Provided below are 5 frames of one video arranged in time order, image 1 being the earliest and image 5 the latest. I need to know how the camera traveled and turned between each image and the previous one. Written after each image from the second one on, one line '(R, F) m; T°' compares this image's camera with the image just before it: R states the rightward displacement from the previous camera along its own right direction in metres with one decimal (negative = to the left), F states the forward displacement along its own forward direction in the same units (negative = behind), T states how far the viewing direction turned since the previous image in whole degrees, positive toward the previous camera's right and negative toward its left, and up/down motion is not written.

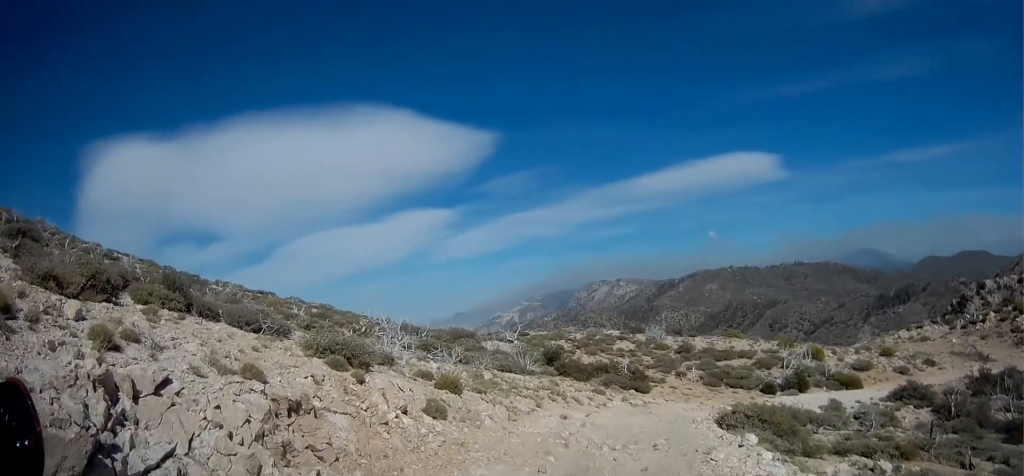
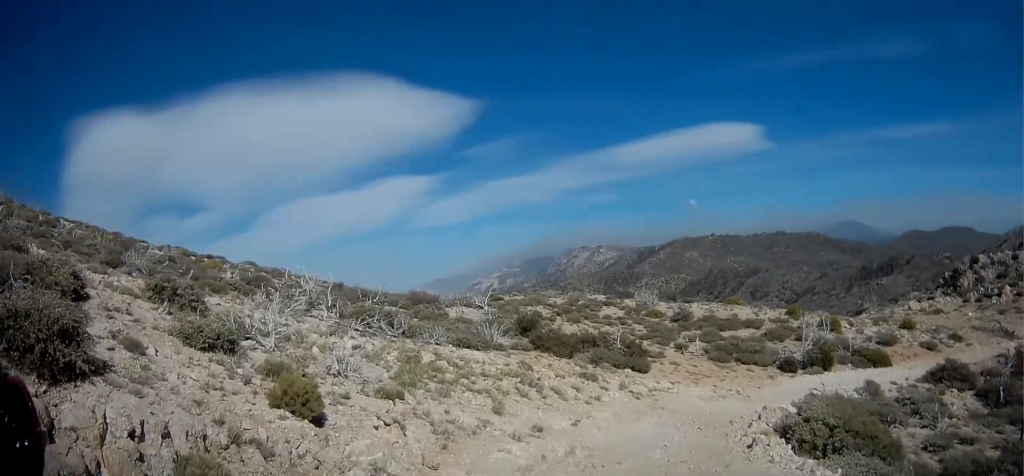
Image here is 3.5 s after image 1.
(-0.2, +7.0) m; +1°
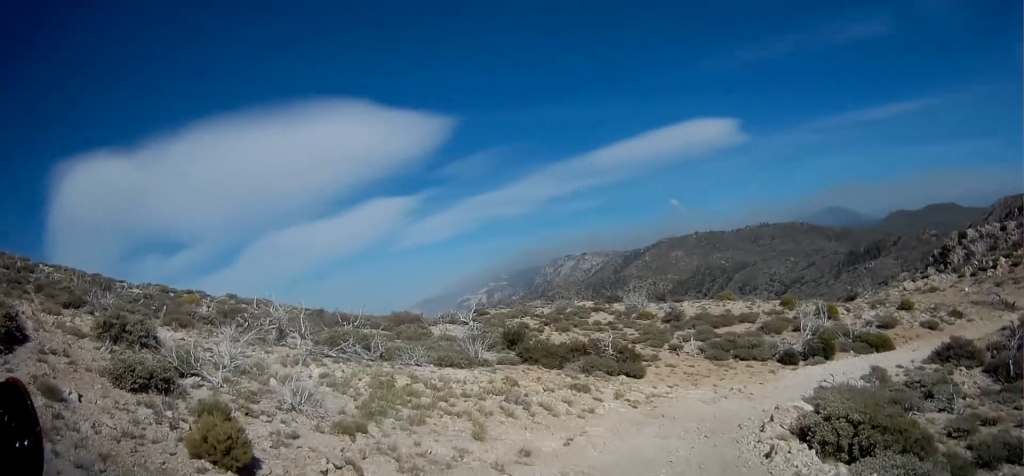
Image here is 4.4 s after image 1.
(0.0, +1.4) m; 0°
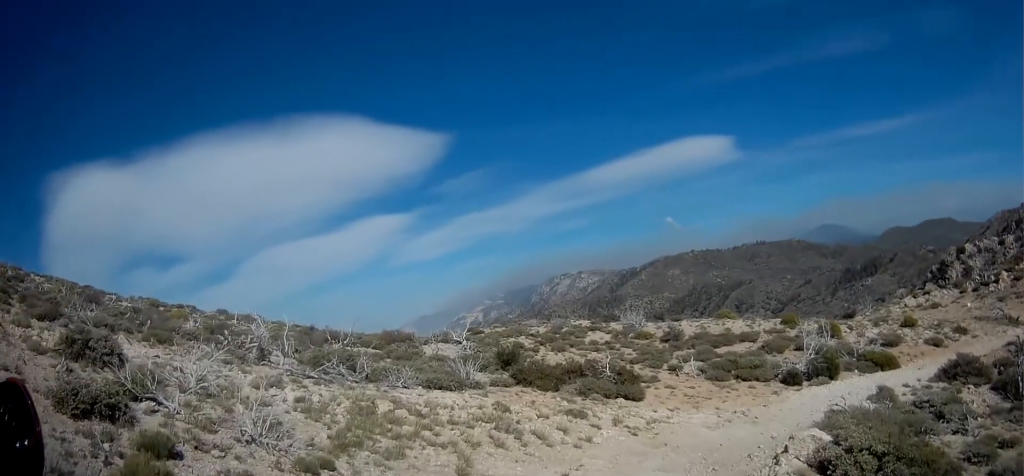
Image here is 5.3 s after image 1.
(0.0, +1.1) m; 0°
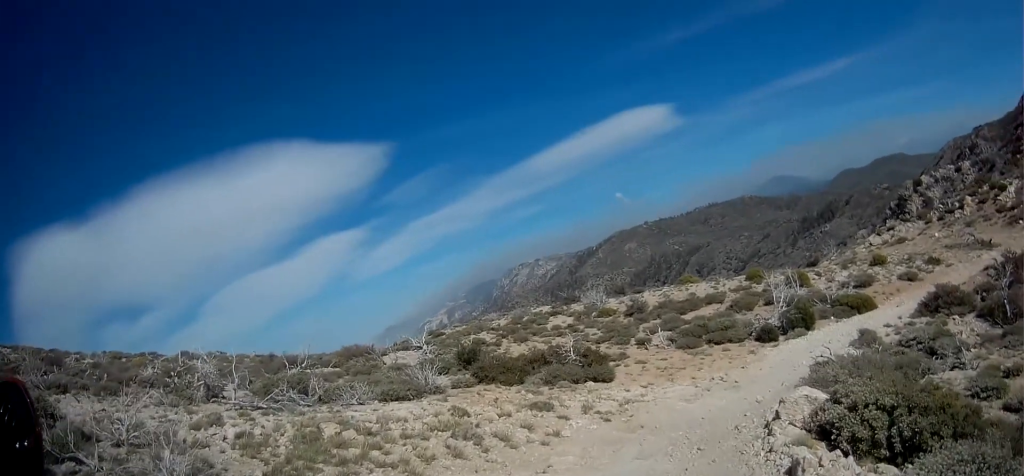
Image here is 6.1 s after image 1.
(+0.4, +0.8) m; 0°
